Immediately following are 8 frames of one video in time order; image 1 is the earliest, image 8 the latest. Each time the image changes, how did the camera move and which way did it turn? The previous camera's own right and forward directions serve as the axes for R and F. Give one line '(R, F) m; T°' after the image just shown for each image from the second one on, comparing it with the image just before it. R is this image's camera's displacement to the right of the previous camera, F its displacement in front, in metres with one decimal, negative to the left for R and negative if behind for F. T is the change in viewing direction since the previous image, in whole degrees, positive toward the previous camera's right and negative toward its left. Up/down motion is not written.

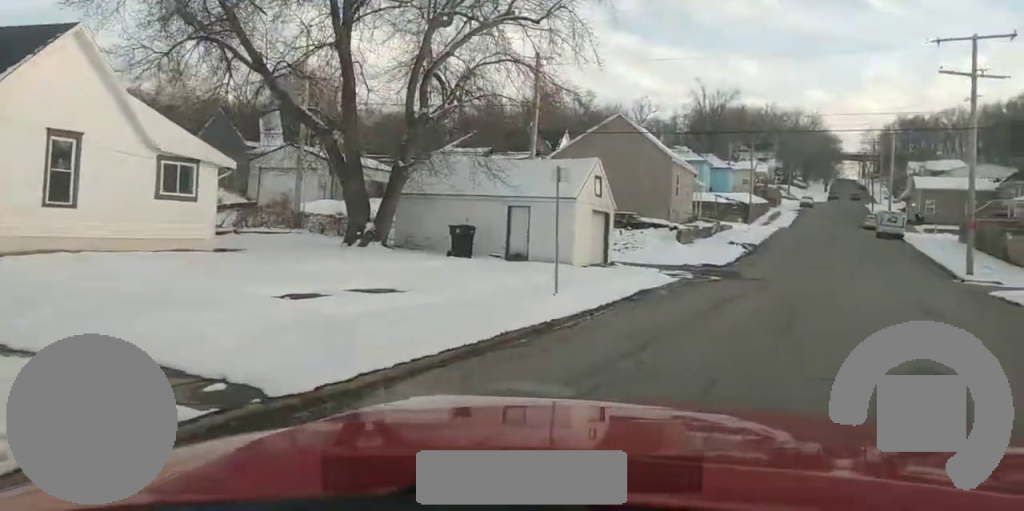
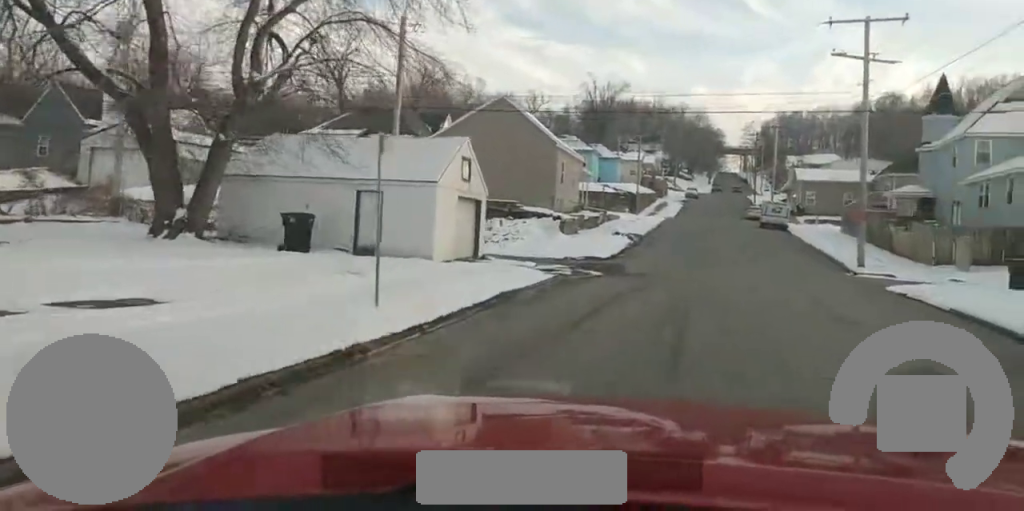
(0.0, +3.4) m; 0°
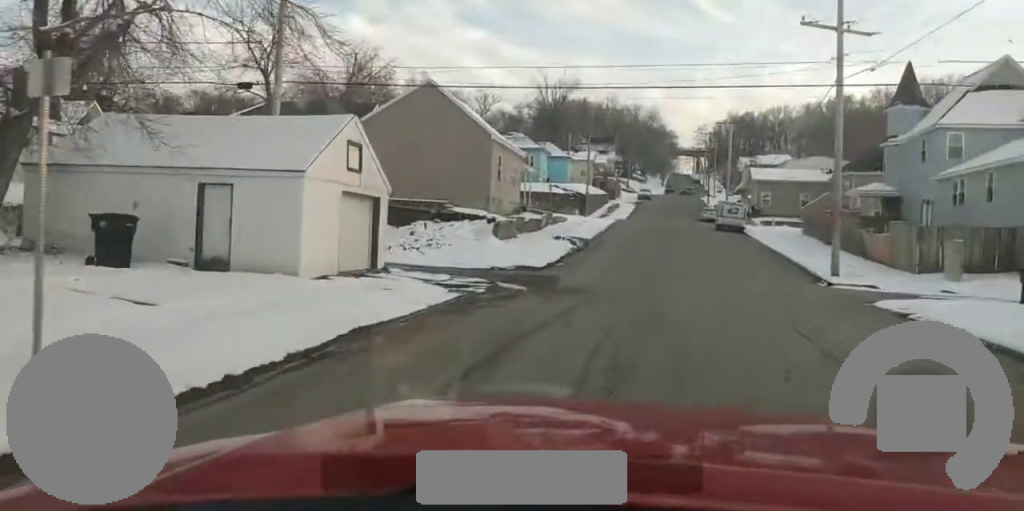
(0.0, +4.1) m; 0°
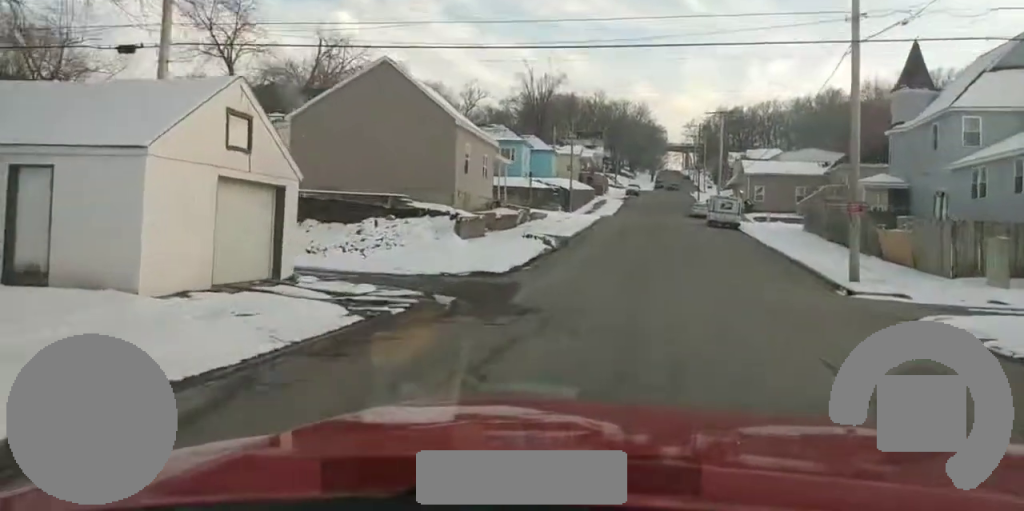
(0.0, +3.4) m; 0°
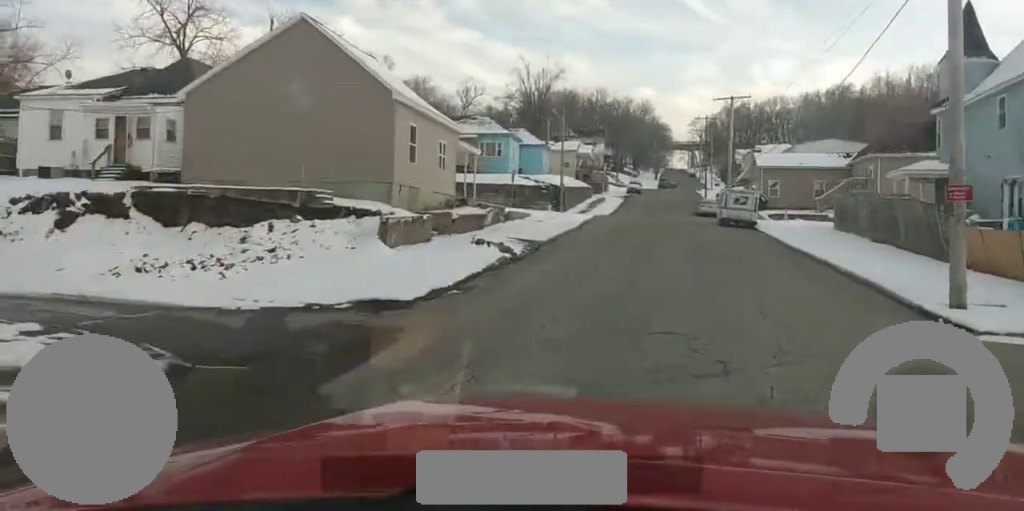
(0.0, +5.8) m; 0°
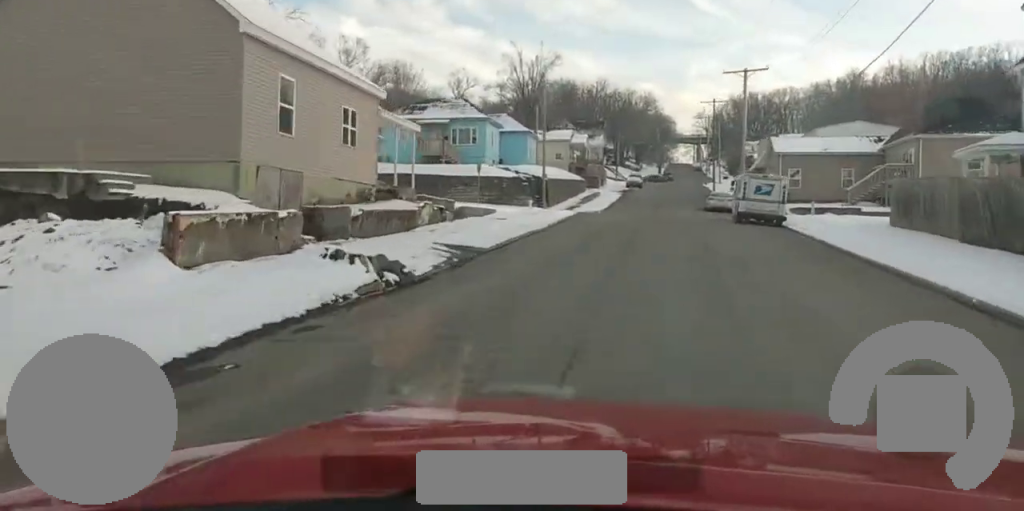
(0.0, +6.9) m; 0°
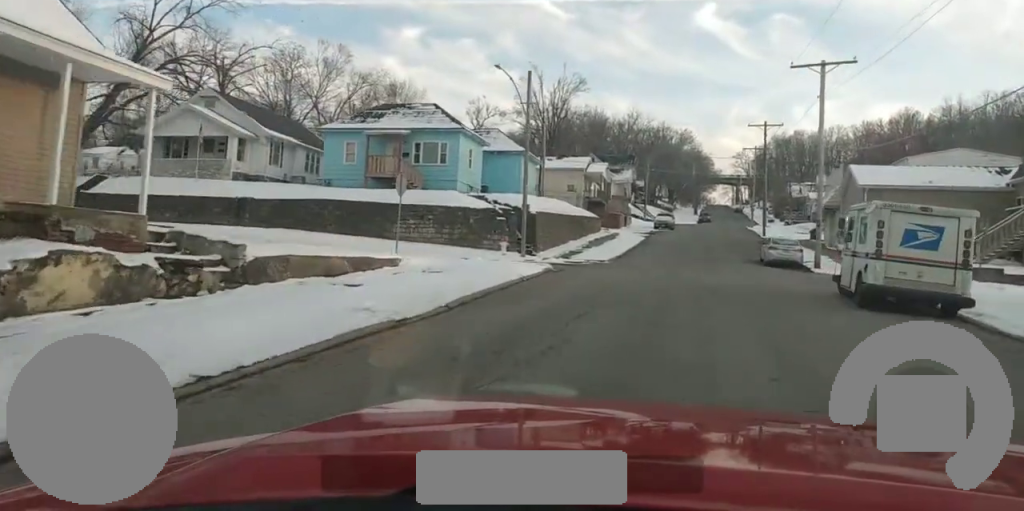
(0.0, +13.8) m; 0°
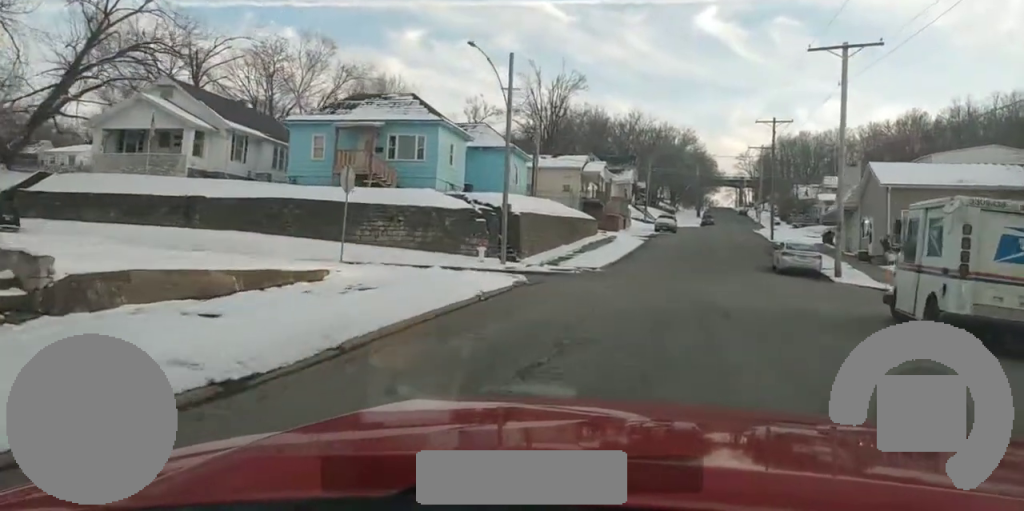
(0.0, +4.1) m; 0°
